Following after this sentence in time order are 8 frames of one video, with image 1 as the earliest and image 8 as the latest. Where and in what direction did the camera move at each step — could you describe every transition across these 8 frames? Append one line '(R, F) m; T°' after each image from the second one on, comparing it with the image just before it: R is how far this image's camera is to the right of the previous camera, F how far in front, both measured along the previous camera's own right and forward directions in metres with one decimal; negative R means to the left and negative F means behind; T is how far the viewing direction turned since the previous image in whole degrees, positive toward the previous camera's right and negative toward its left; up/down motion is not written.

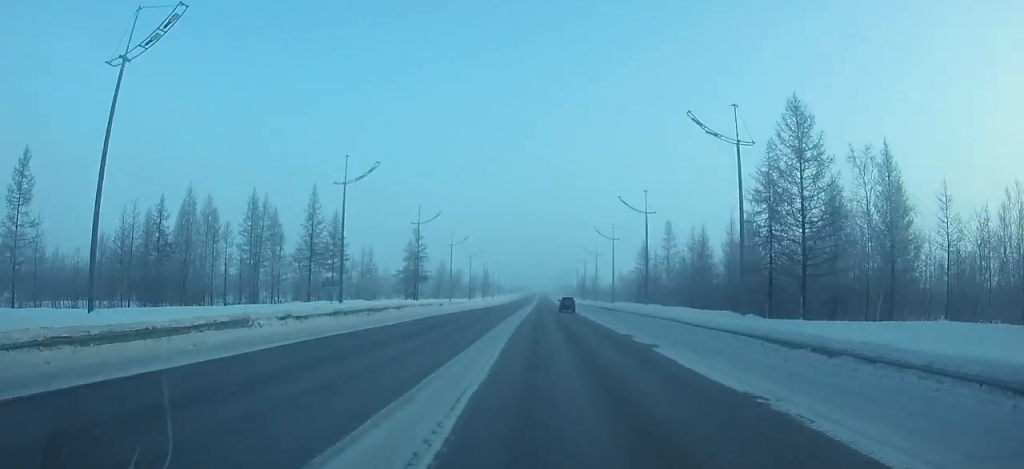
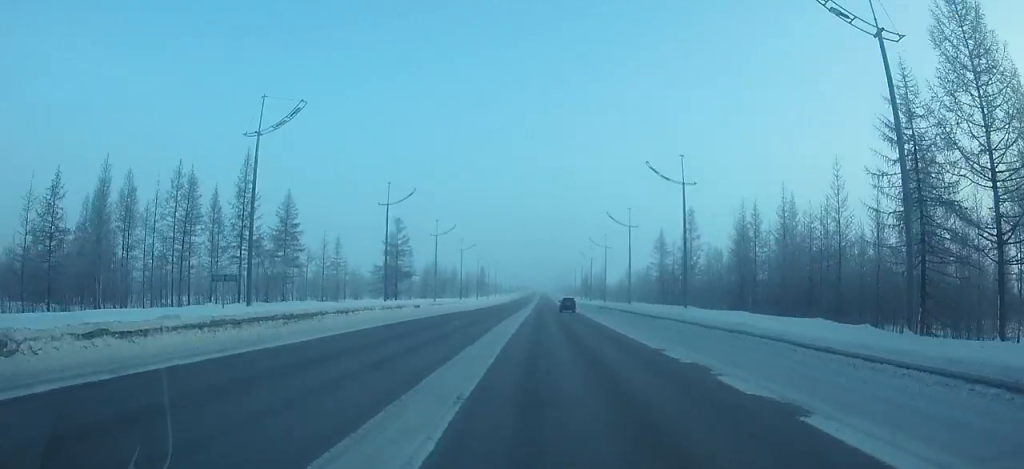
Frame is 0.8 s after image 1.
(0.0, +13.8) m; 0°
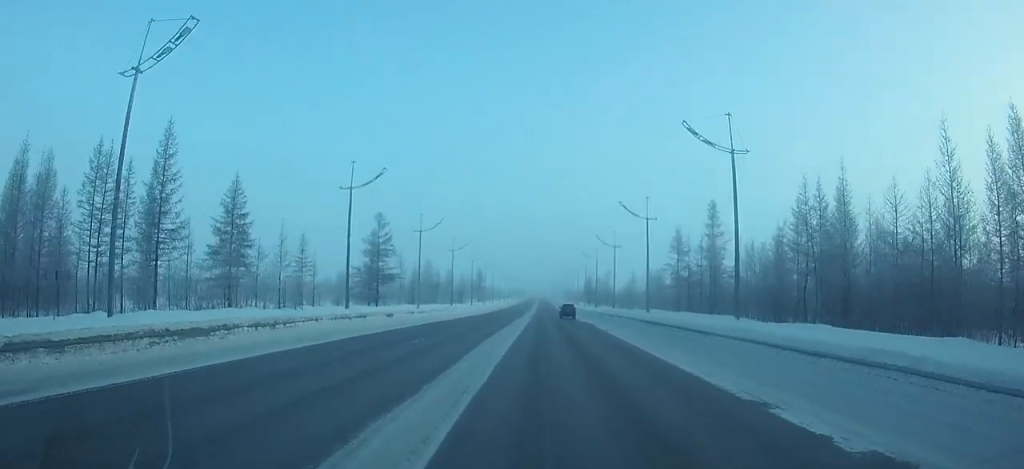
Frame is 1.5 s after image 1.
(0.0, +10.5) m; 0°
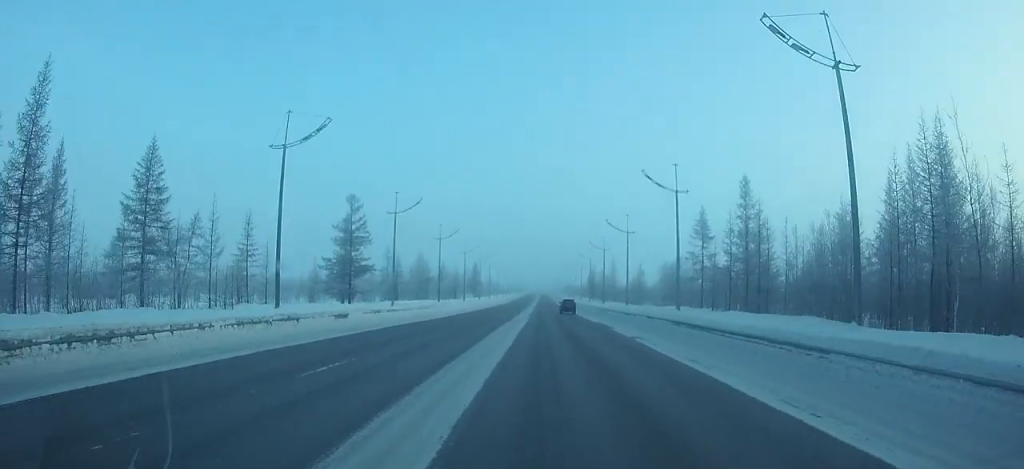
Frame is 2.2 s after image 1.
(0.0, +11.6) m; 0°
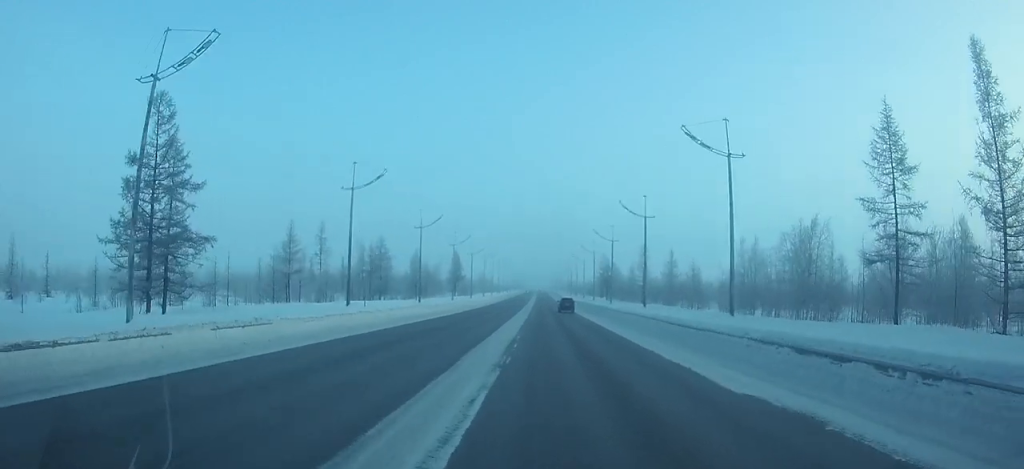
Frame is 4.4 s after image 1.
(+0.1, +37.1) m; 0°
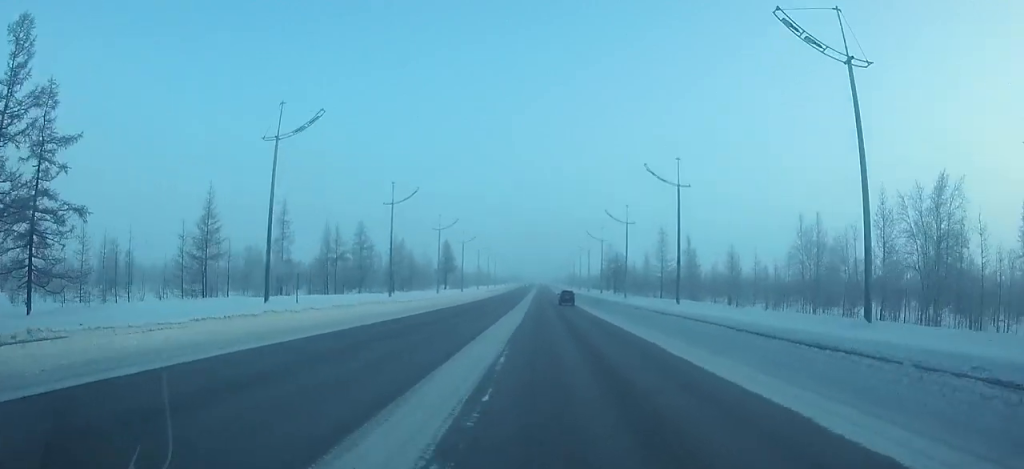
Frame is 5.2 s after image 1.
(0.0, +13.3) m; 0°
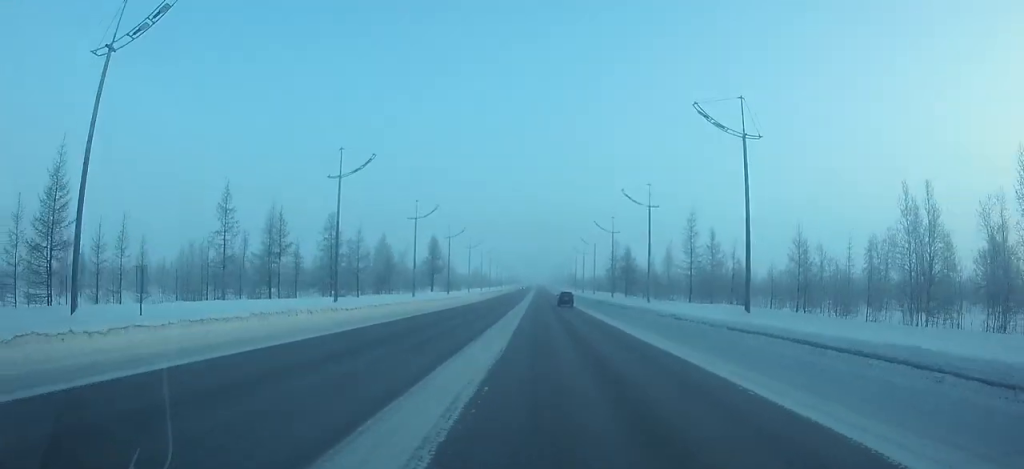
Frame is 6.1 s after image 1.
(0.0, +14.4) m; 0°
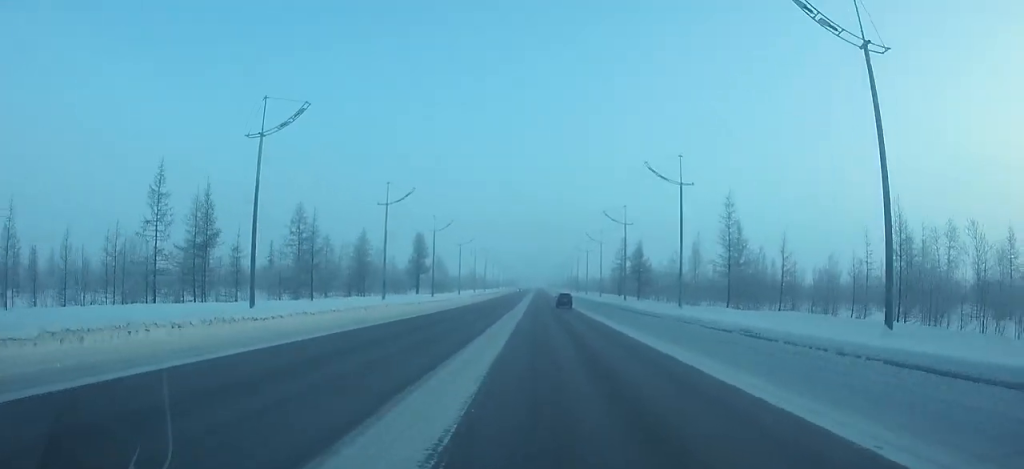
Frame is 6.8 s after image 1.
(0.0, +12.1) m; 0°
